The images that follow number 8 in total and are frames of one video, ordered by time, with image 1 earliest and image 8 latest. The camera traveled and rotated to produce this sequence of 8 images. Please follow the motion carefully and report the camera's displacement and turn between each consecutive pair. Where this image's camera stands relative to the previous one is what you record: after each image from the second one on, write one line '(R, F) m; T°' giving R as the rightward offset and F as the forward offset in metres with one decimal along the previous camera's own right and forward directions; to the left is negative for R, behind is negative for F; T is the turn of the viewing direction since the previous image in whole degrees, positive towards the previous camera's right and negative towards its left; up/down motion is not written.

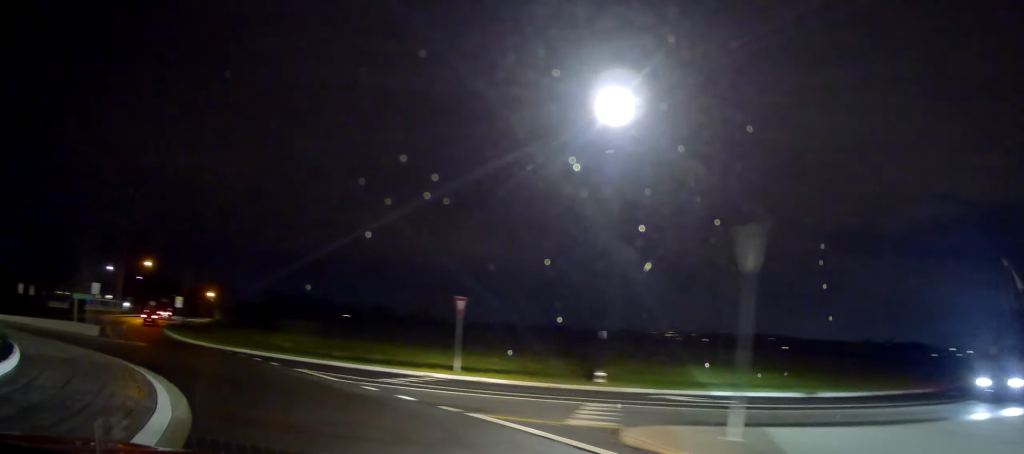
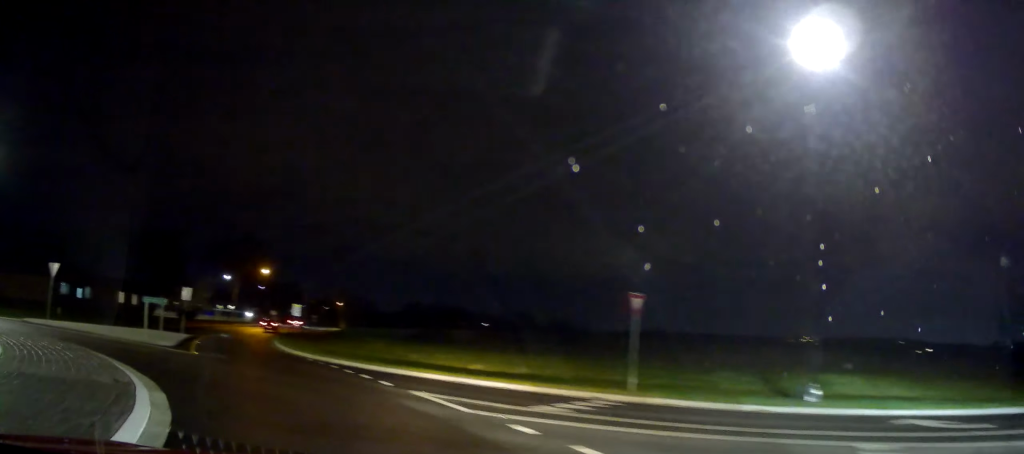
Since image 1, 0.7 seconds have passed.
(-0.2, +4.7) m; -9°
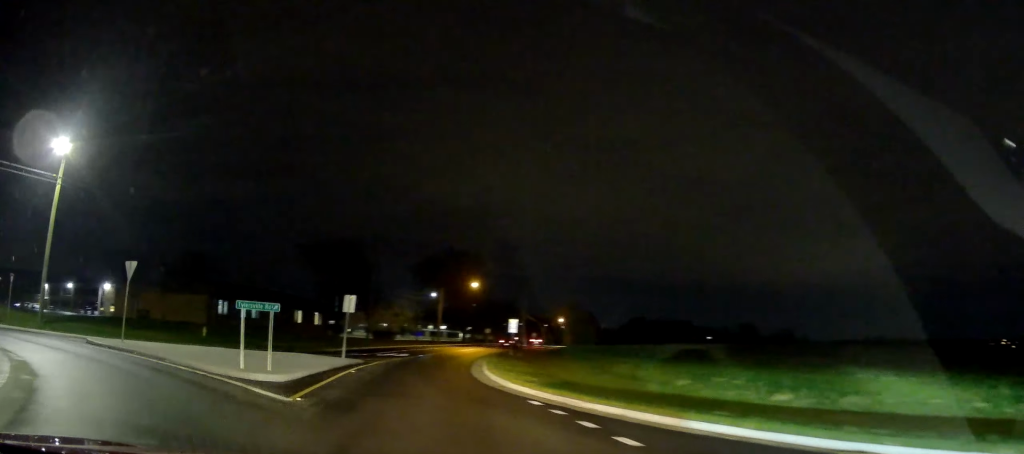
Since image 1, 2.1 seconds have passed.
(-1.9, +9.0) m; -26°
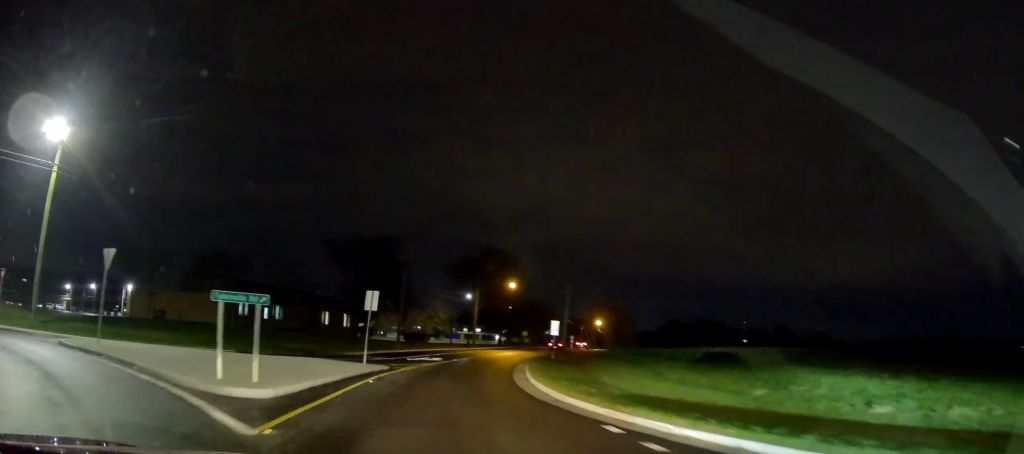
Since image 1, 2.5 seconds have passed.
(-0.2, +3.2) m; -8°
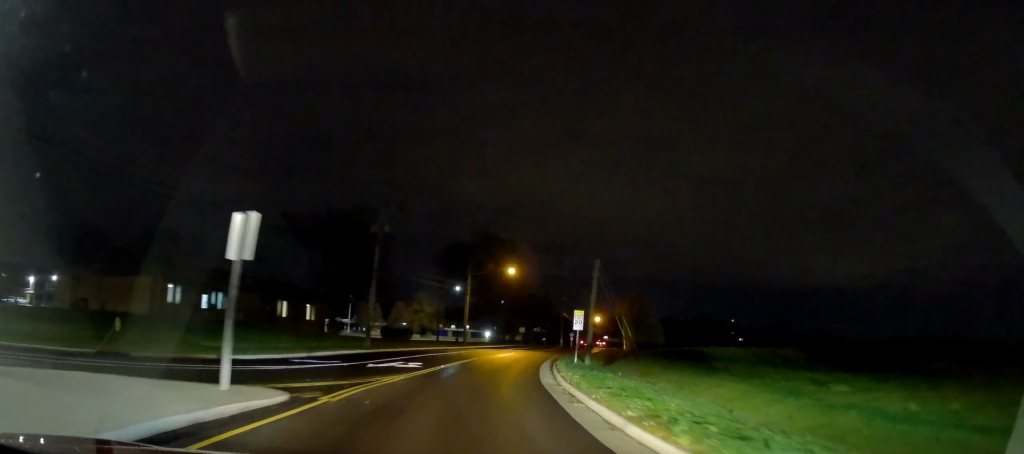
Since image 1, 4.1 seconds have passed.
(-2.5, +11.9) m; -13°
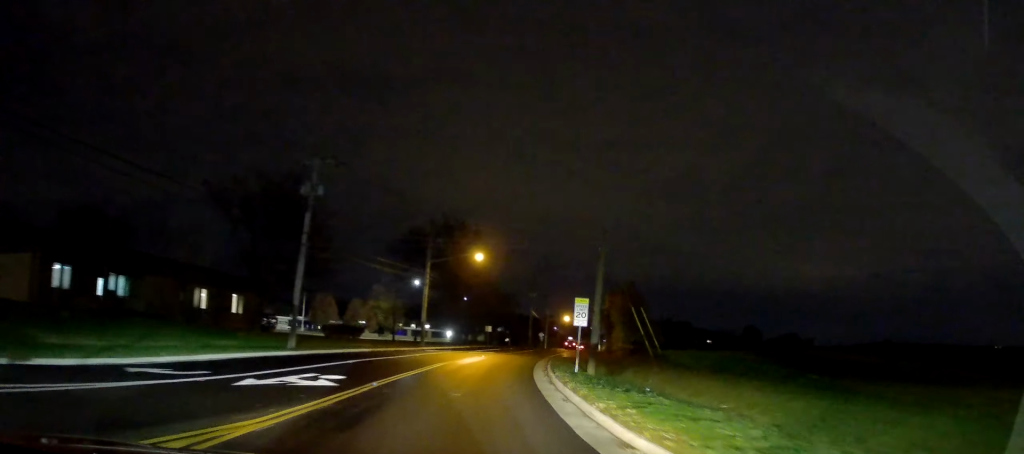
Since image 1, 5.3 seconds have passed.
(+0.1, +10.5) m; +4°
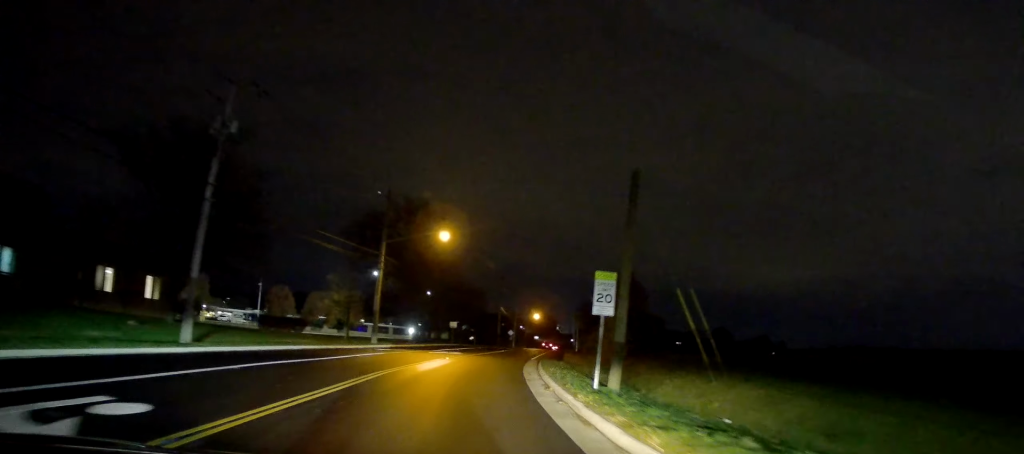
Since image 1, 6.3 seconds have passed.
(+0.4, +9.7) m; +3°
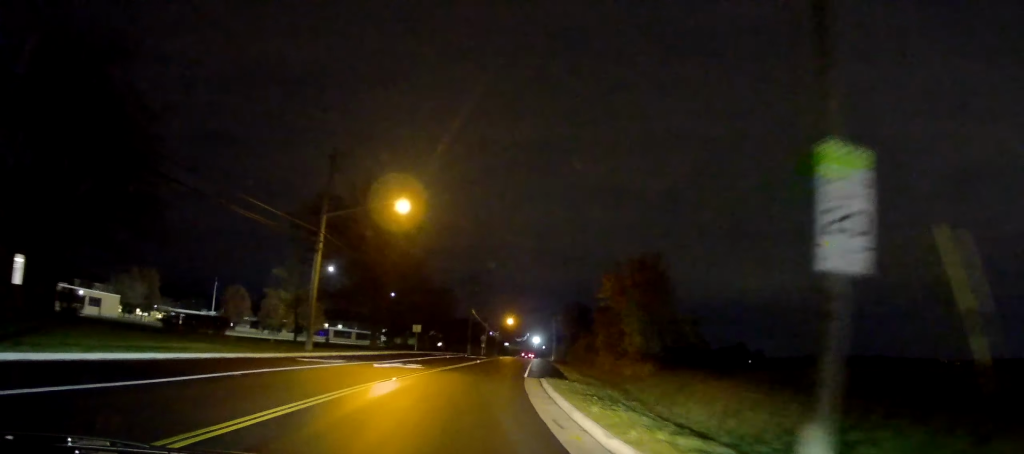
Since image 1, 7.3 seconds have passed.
(+0.1, +11.3) m; +1°
